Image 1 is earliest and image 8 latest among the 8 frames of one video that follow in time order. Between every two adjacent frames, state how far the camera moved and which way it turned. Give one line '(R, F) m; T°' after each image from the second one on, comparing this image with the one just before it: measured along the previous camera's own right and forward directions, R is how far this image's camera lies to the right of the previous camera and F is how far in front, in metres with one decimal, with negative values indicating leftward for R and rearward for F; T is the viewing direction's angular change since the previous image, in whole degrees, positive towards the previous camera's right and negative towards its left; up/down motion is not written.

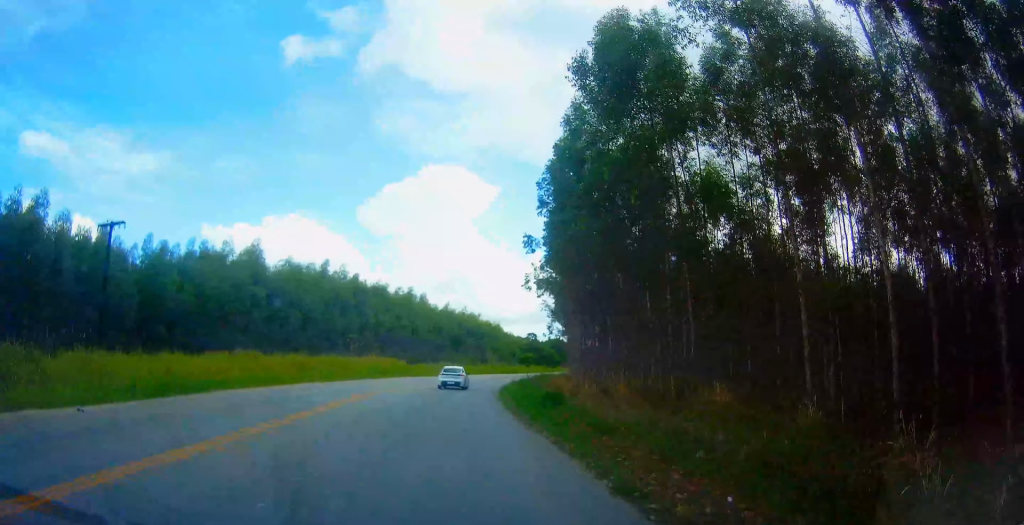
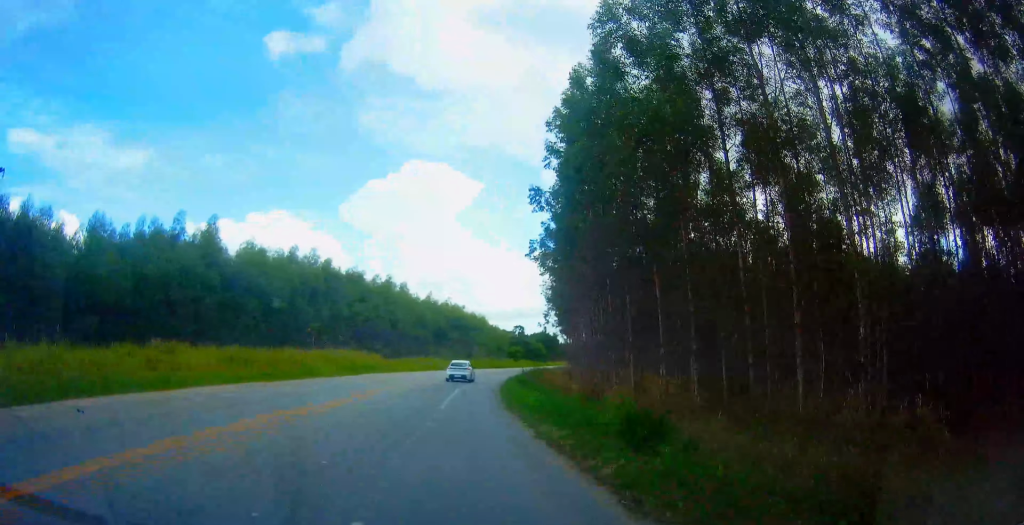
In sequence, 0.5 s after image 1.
(0.0, +9.1) m; +1°
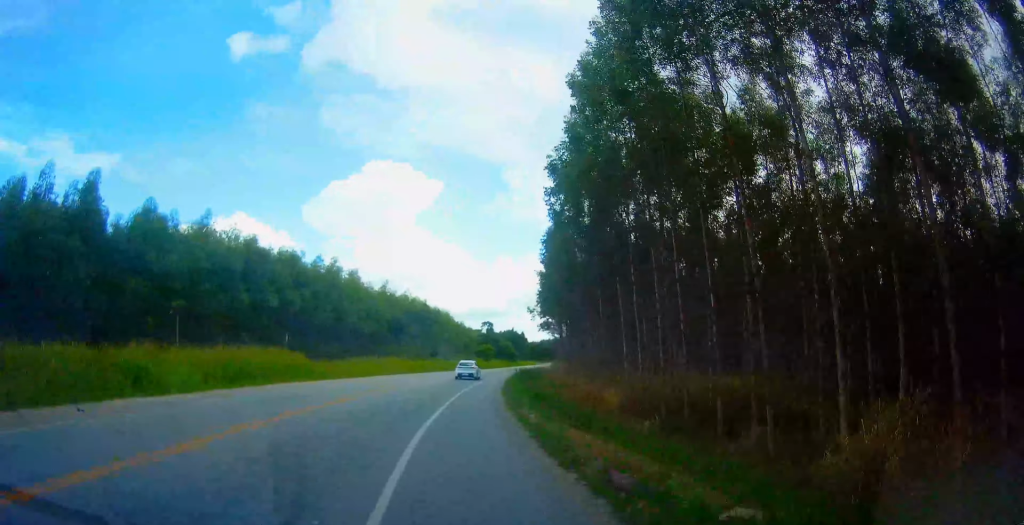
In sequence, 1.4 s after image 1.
(+0.3, +19.4) m; +3°
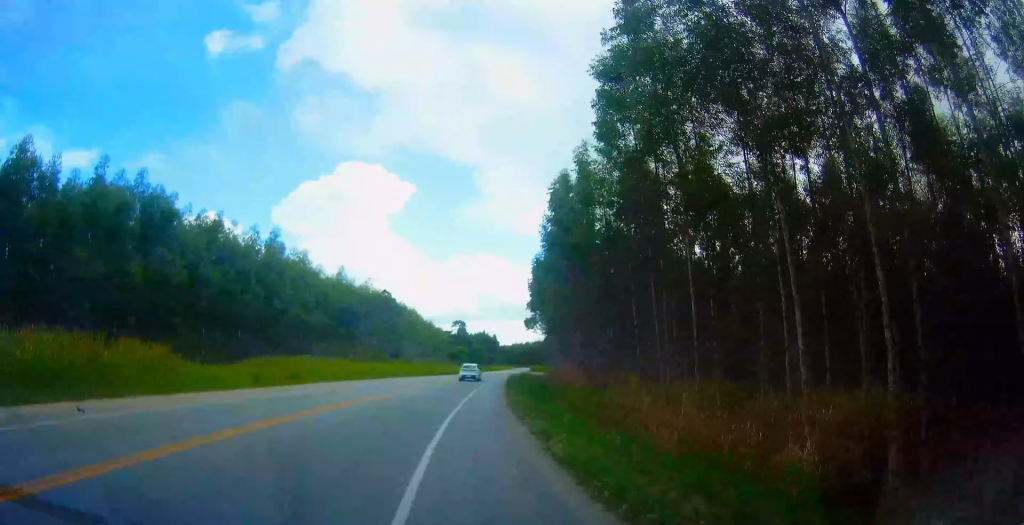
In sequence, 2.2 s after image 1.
(+0.6, +17.2) m; +3°
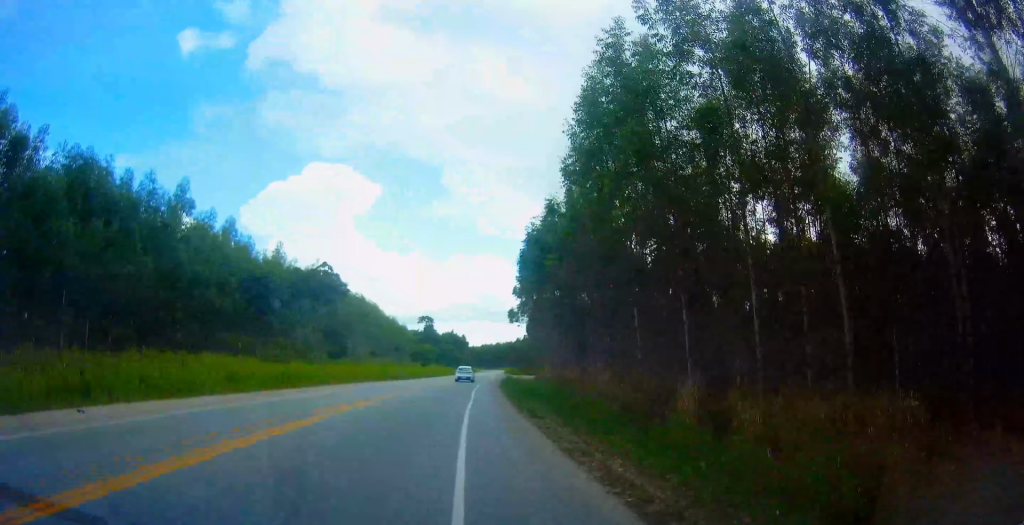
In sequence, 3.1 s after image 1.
(0.0, +18.5) m; +3°
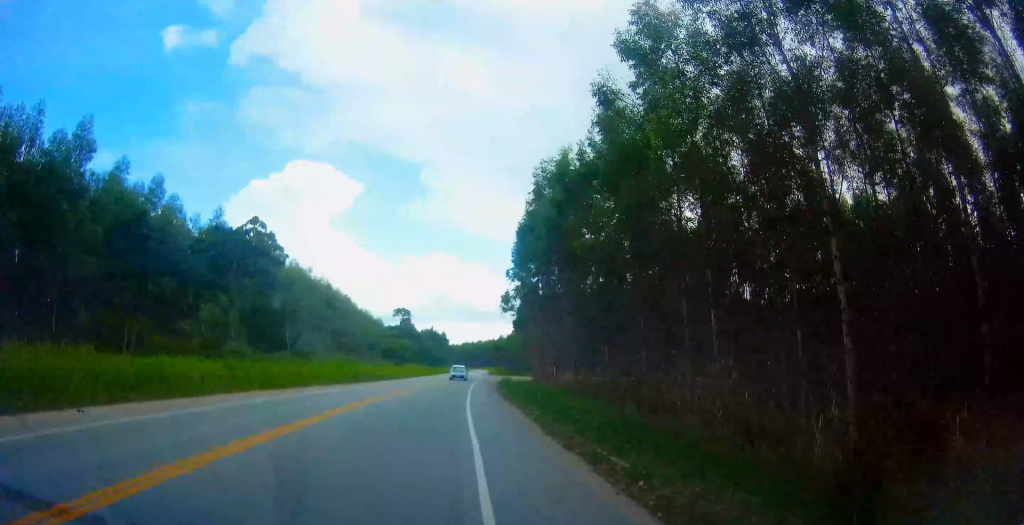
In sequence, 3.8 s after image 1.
(+0.7, +14.5) m; +3°
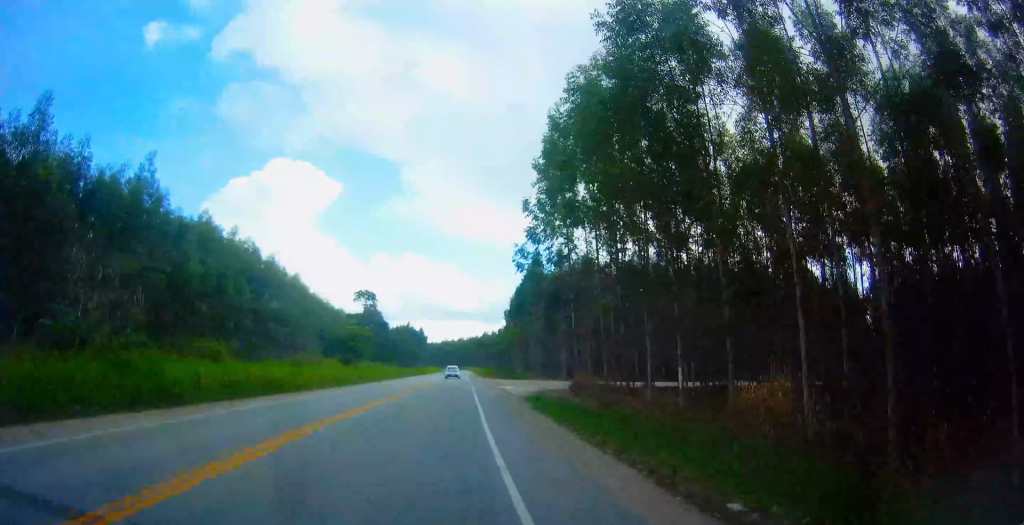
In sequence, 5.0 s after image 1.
(+1.0, +27.8) m; +4°
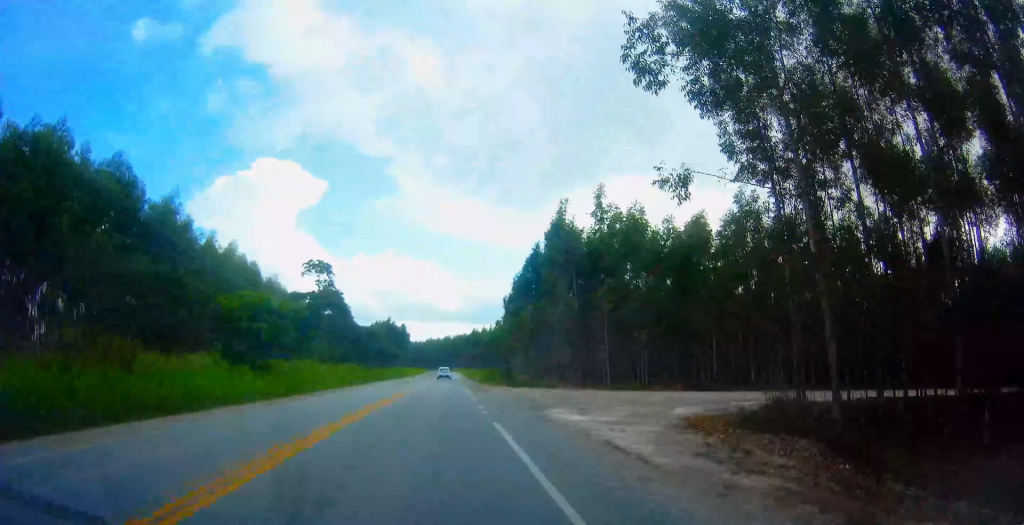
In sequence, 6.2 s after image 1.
(+0.7, +26.0) m; +3°
